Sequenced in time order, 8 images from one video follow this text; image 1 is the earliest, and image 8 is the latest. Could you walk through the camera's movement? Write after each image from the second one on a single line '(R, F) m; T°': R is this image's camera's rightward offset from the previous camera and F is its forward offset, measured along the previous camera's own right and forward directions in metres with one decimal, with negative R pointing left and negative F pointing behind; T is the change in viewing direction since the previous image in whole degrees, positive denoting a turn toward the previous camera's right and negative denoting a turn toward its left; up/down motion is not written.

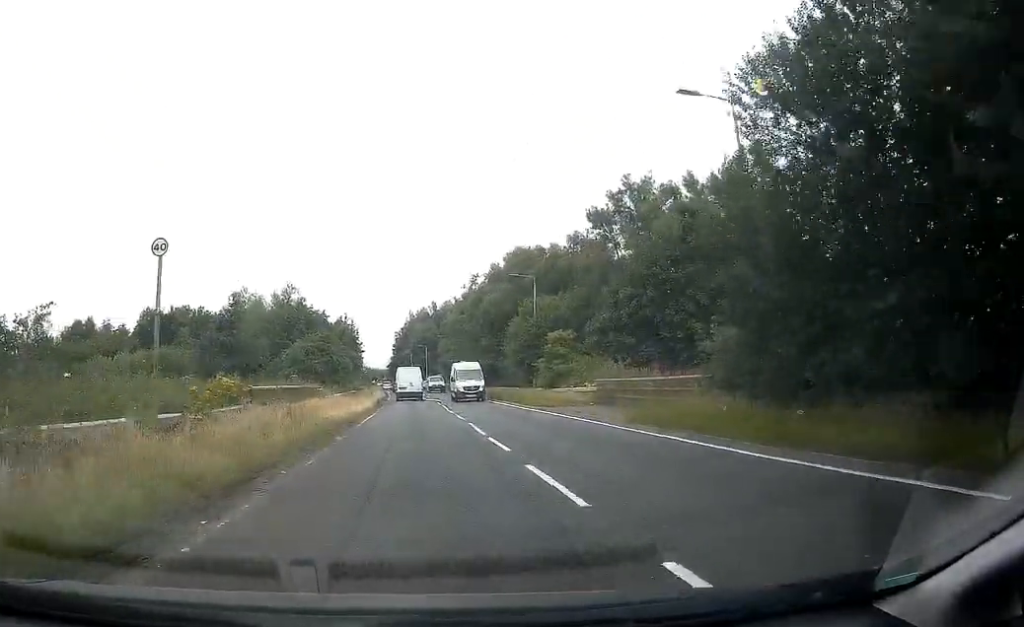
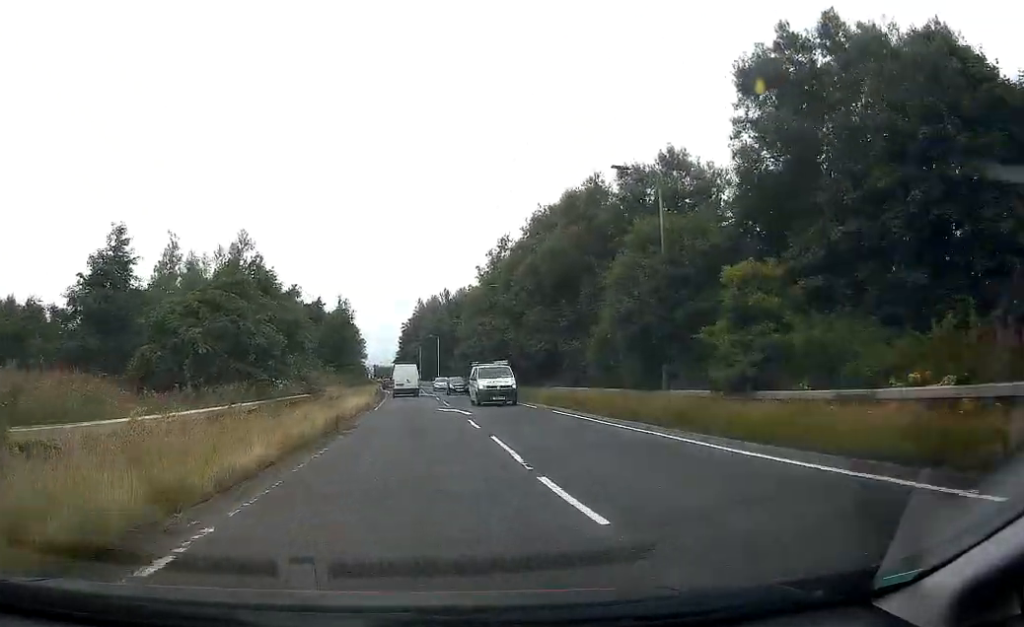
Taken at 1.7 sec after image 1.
(-0.2, +24.6) m; -1°
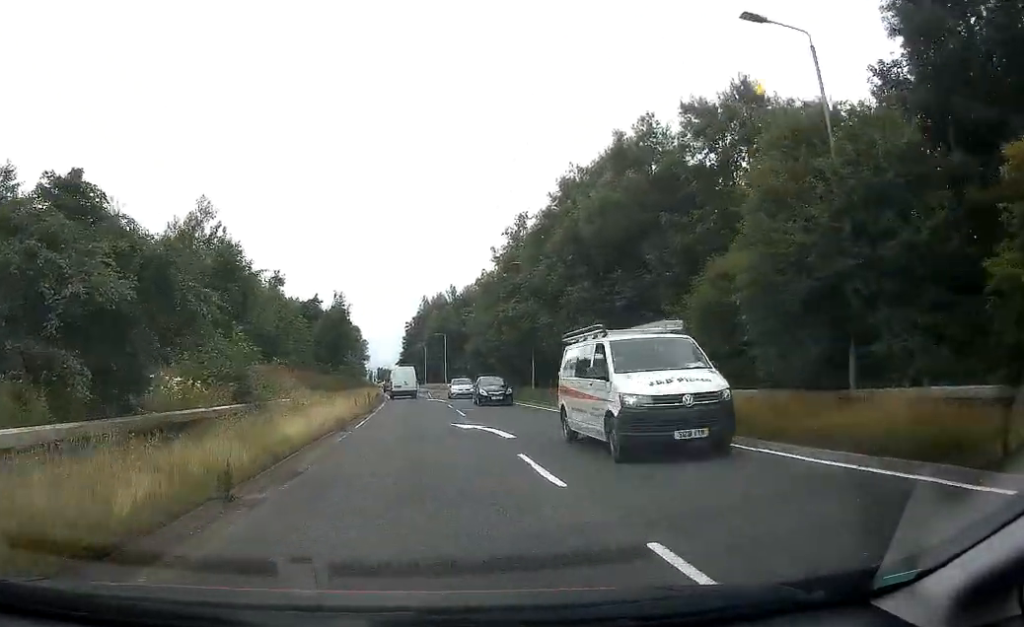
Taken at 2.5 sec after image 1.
(0.0, +10.6) m; 0°
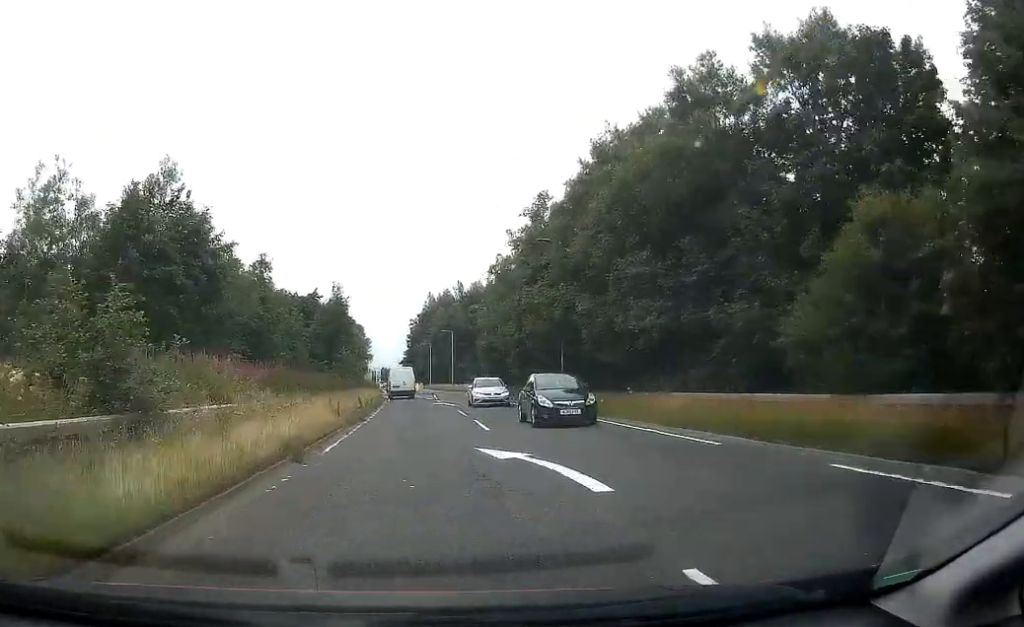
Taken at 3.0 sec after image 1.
(0.0, +7.6) m; 0°
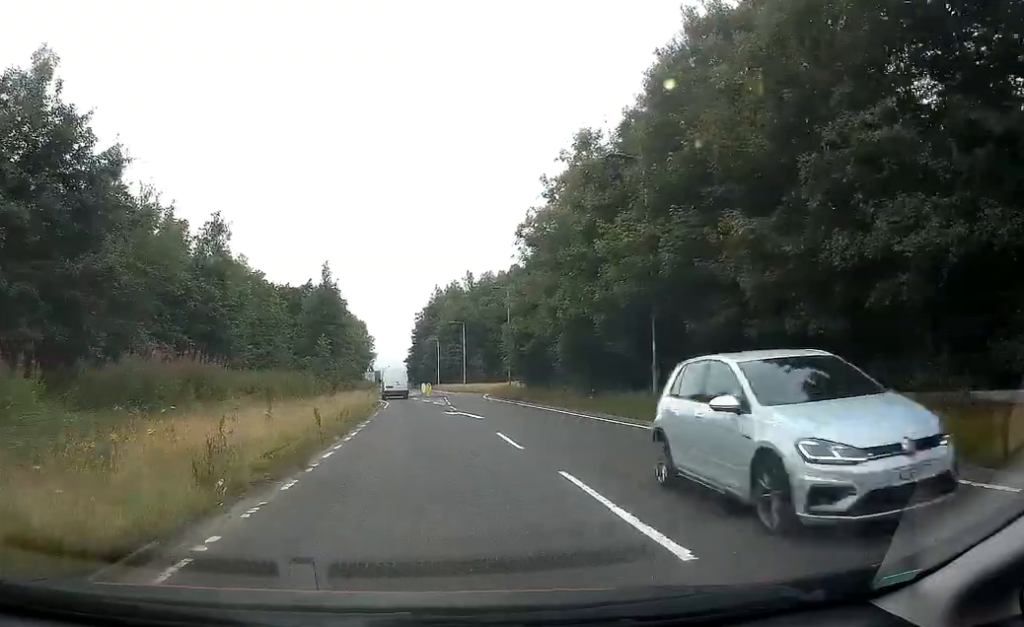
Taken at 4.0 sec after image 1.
(-0.1, +13.8) m; -1°
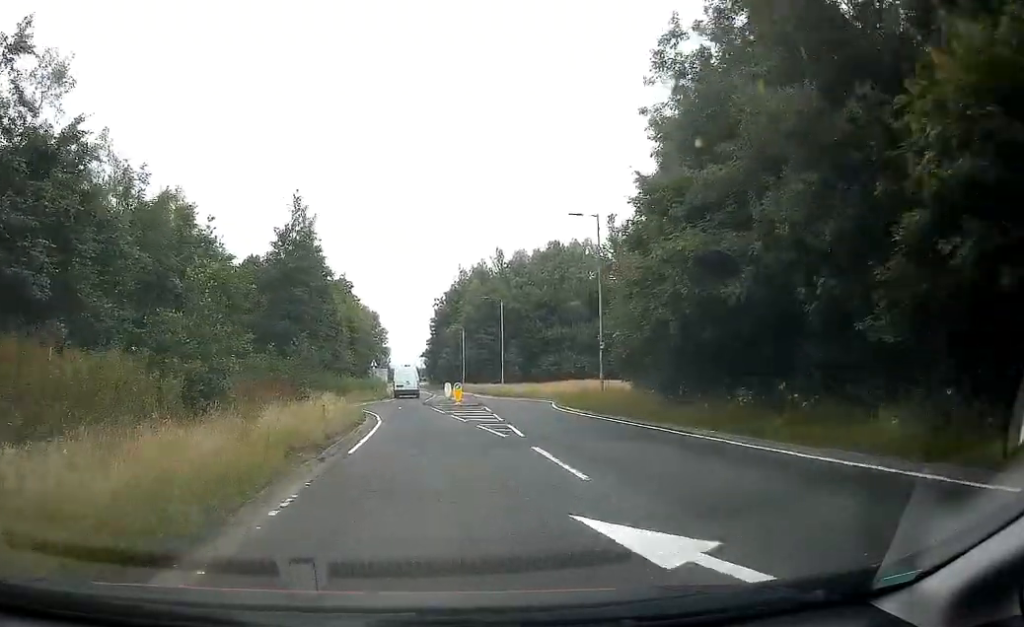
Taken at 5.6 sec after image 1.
(-0.3, +23.3) m; -2°
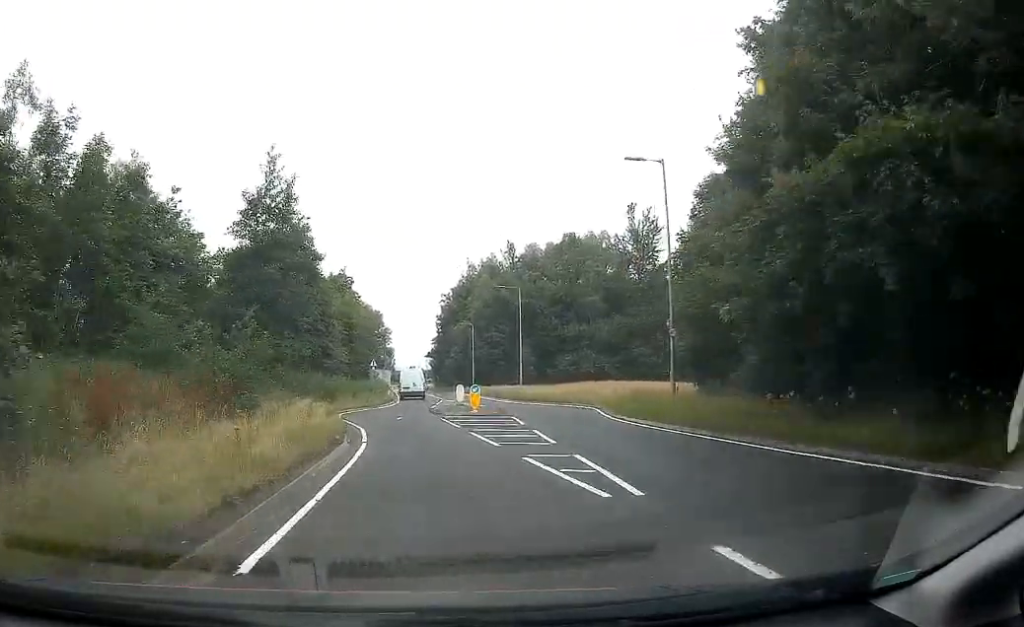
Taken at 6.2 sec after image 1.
(-0.2, +8.4) m; -1°
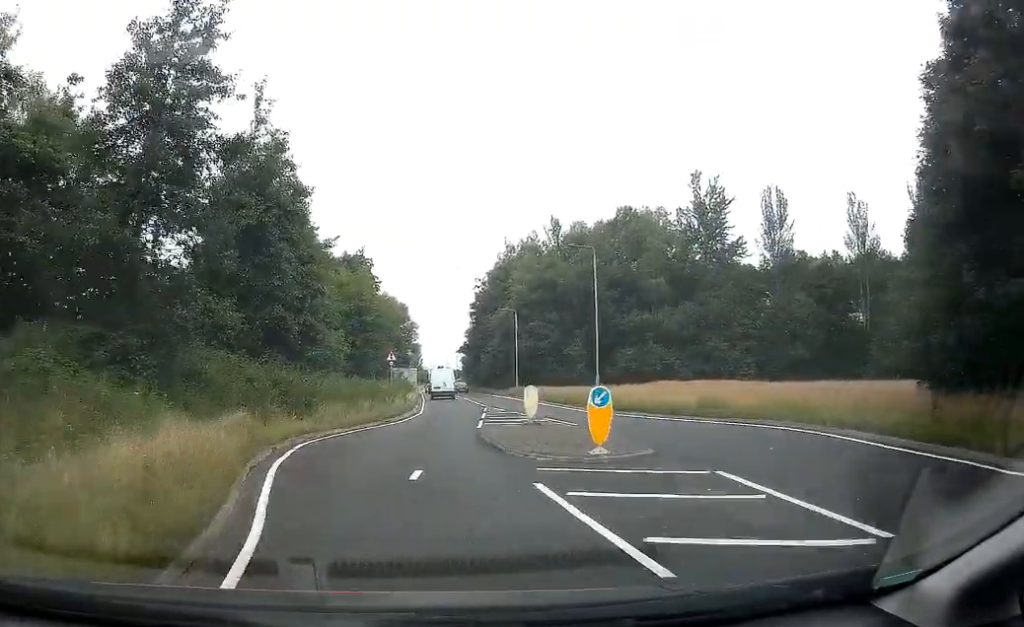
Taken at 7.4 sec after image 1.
(-0.2, +15.7) m; -1°
